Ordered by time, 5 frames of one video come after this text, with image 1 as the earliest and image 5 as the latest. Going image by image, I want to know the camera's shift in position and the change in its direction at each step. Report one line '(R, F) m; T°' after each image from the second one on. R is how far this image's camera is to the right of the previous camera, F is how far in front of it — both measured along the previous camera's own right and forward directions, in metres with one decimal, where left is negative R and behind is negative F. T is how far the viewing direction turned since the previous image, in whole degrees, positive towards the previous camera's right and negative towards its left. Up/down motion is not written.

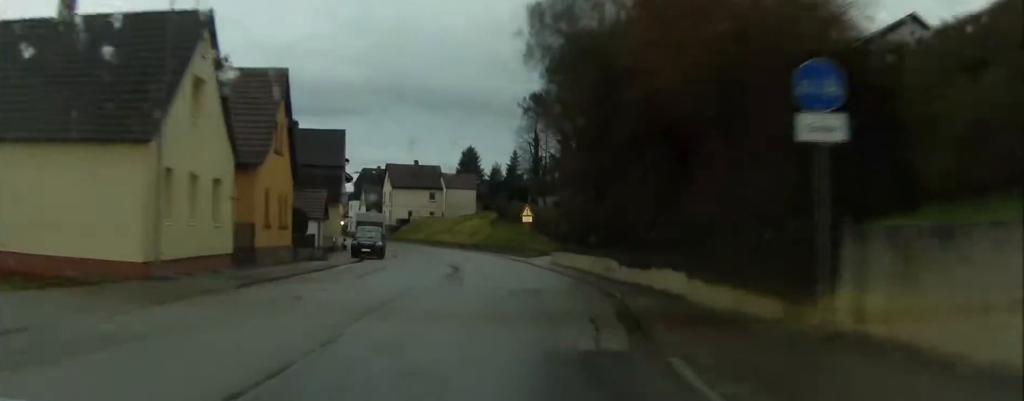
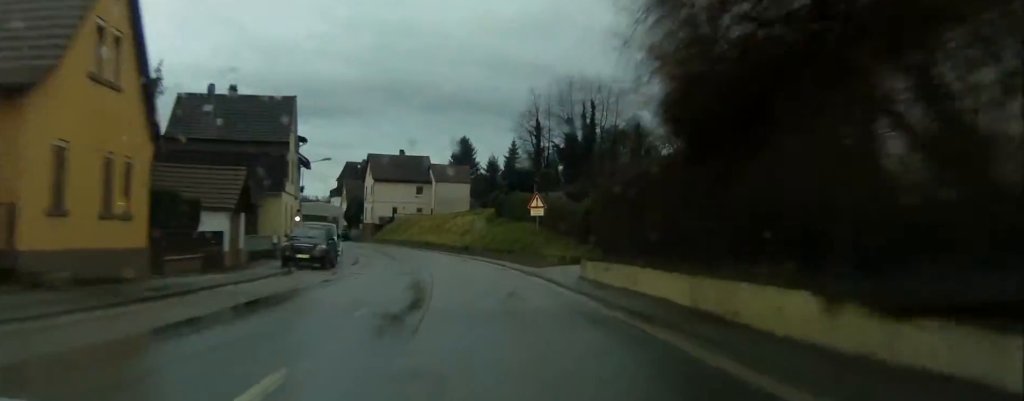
(-0.2, +15.9) m; -1°
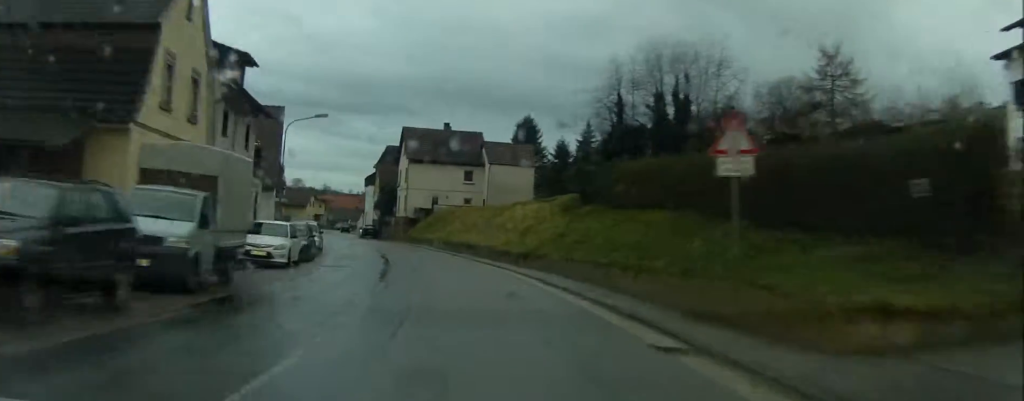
(-0.5, +26.8) m; -3°
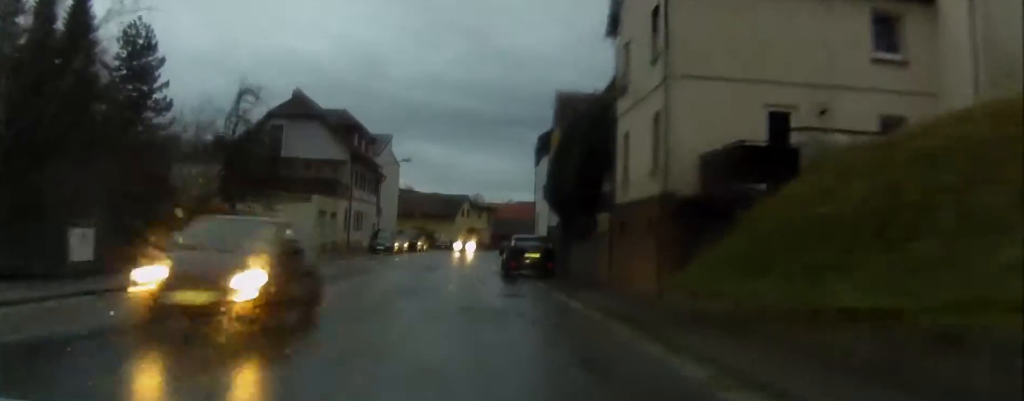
(-6.6, +63.4) m; -11°
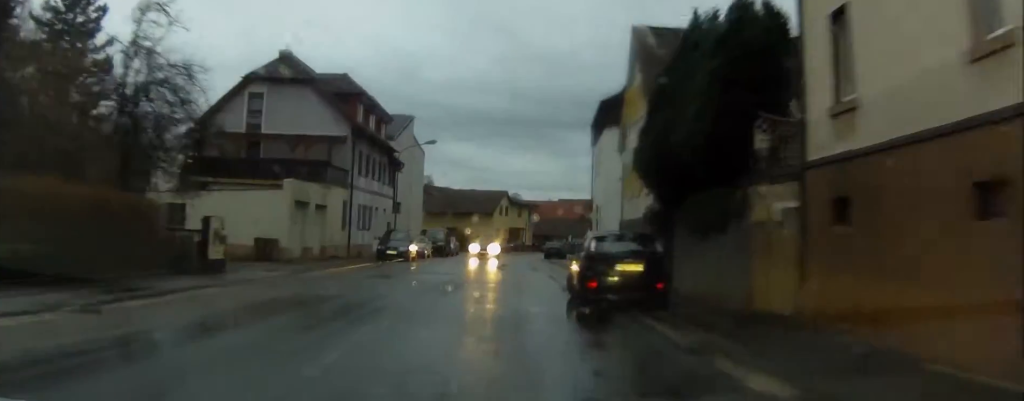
(-0.3, +14.1) m; -1°
